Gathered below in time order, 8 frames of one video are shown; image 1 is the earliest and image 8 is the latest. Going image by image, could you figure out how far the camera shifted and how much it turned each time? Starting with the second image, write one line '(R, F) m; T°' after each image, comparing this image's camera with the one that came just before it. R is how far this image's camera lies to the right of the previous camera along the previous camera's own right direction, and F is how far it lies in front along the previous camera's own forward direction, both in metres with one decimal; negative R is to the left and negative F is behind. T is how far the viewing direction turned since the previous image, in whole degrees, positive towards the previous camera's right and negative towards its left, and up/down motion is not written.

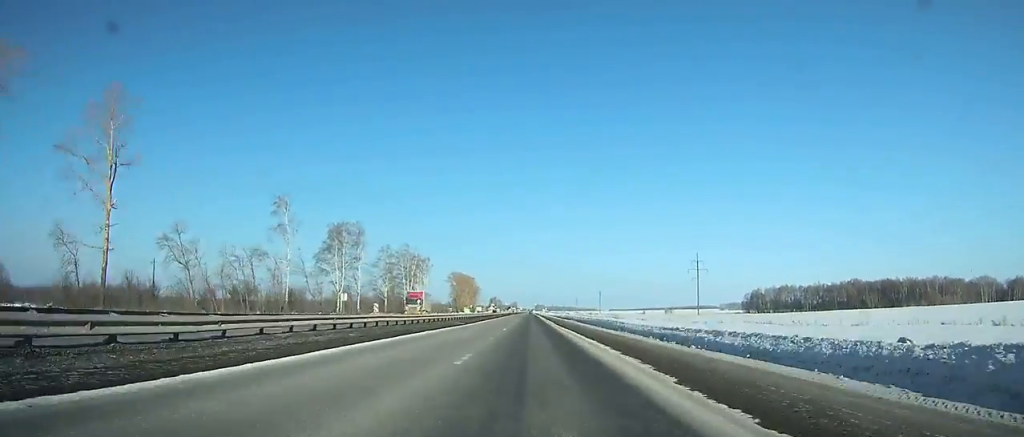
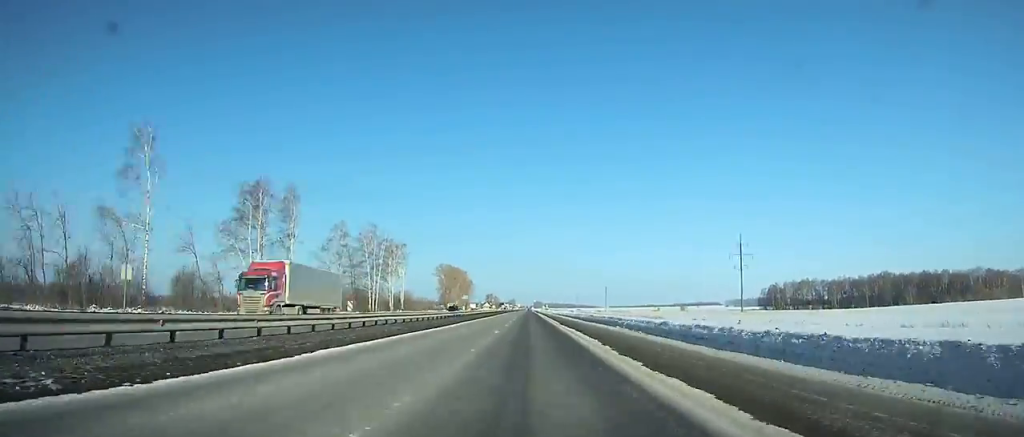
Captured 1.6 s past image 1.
(0.0, +44.2) m; 0°
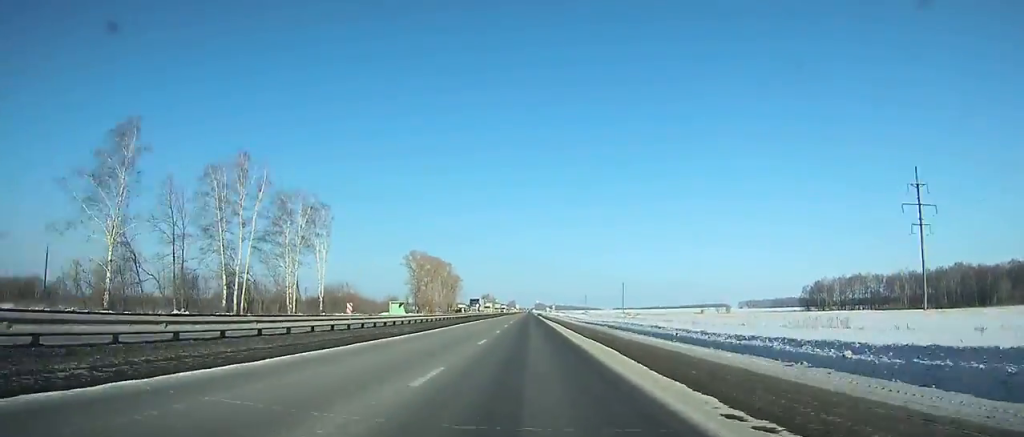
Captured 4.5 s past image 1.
(0.0, +80.1) m; 0°
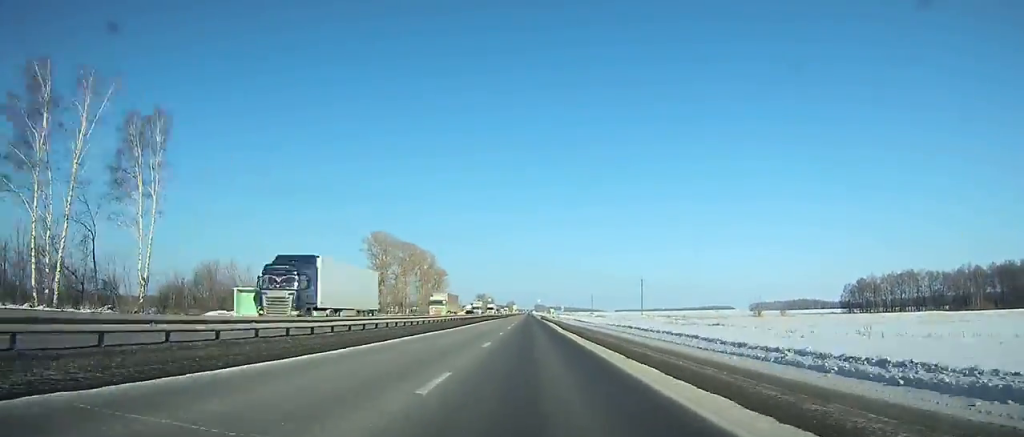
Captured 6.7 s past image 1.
(-0.2, +60.6) m; 0°
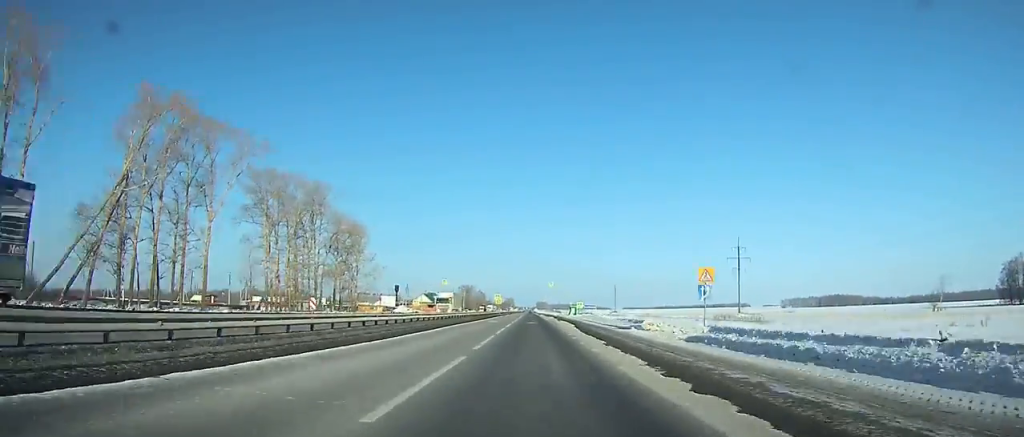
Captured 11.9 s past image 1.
(-0.1, +142.0) m; 0°
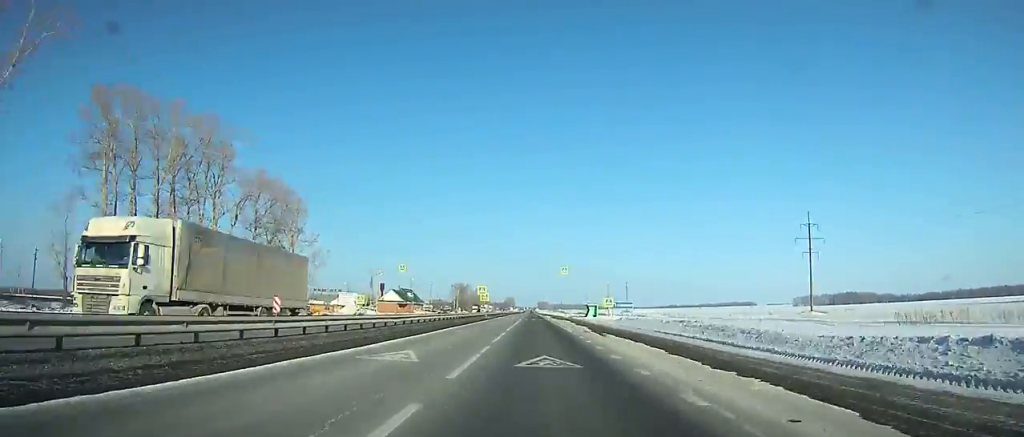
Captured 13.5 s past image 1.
(0.0, +43.0) m; 0°
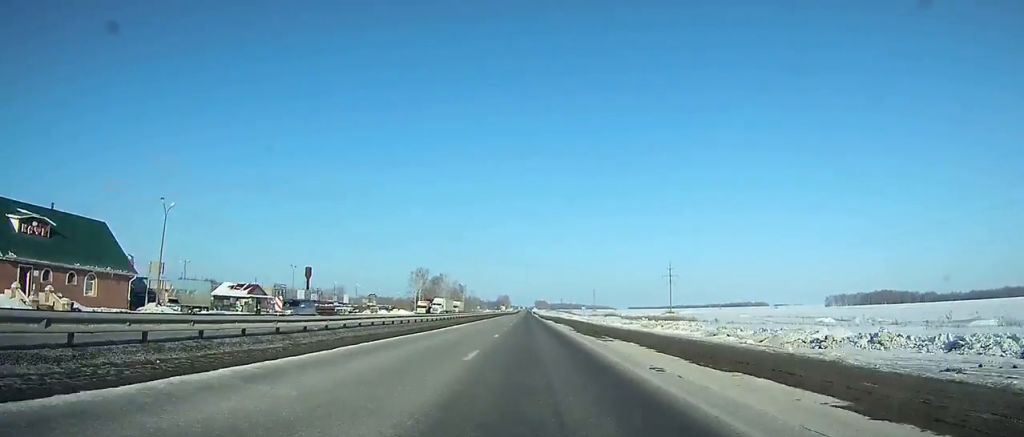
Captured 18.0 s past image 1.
(+0.5, +118.8) m; 0°
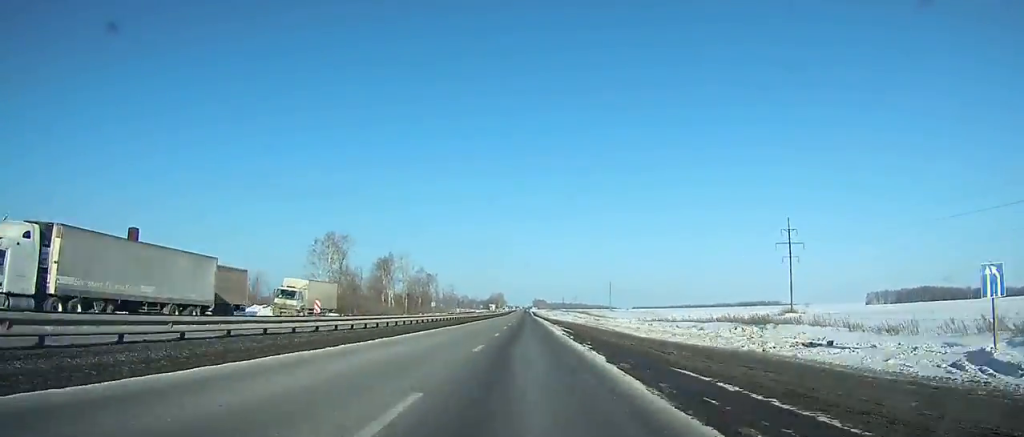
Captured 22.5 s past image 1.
(-0.3, +116.6) m; 0°
